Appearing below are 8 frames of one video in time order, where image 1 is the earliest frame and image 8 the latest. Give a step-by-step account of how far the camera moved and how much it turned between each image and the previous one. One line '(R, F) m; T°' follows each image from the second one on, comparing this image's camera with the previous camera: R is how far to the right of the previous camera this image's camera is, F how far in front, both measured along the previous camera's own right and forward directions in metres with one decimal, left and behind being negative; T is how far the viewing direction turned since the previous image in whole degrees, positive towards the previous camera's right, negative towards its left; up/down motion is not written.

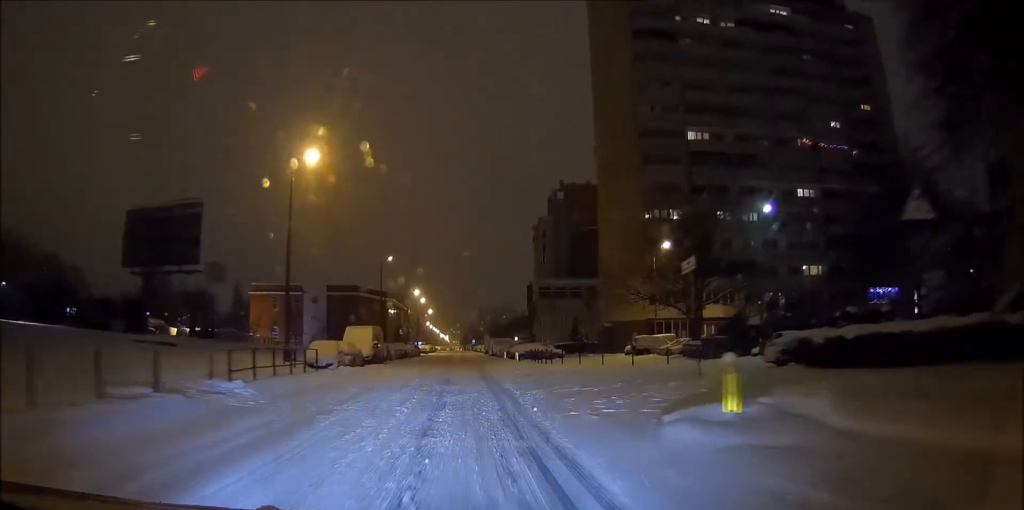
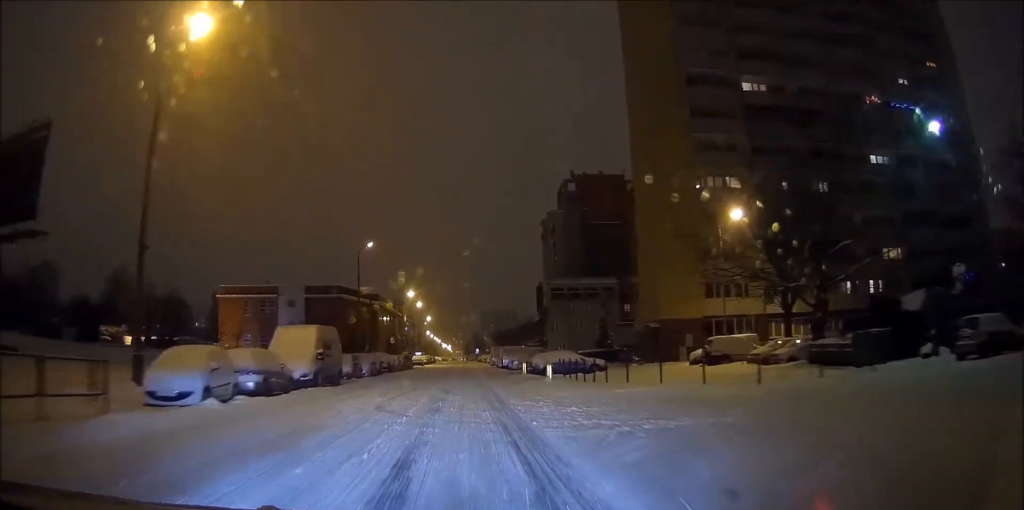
(0.0, +17.4) m; -2°
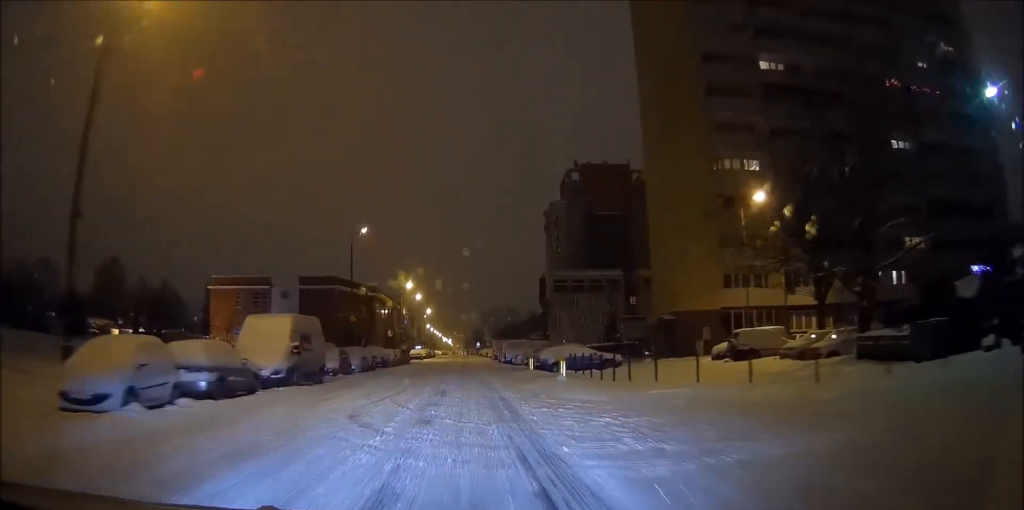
(-0.1, +3.9) m; 0°
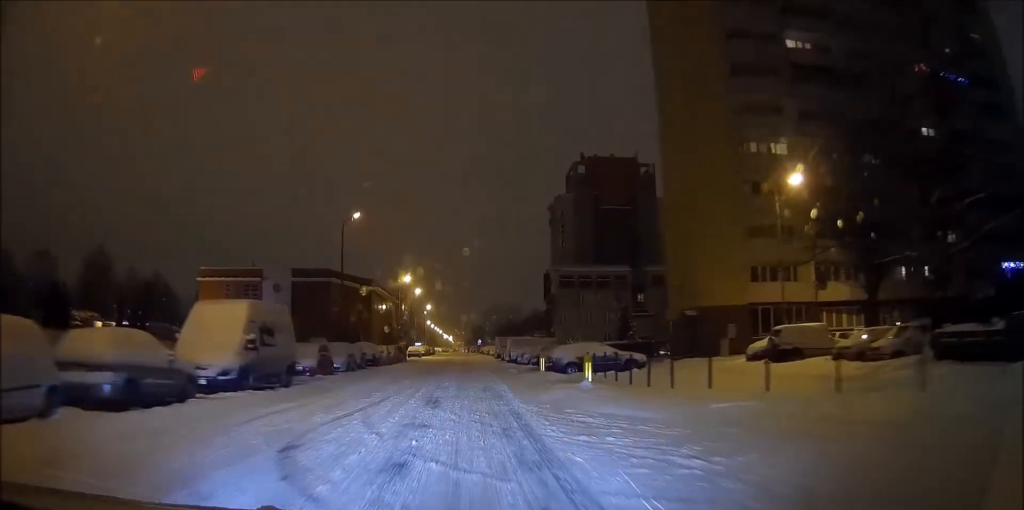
(-0.1, +4.9) m; 0°
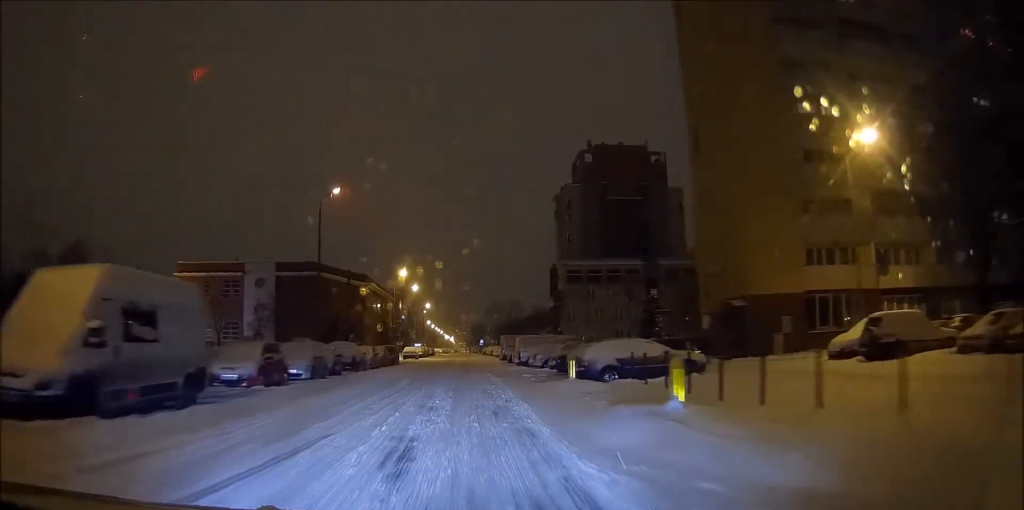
(+0.1, +8.0) m; +1°
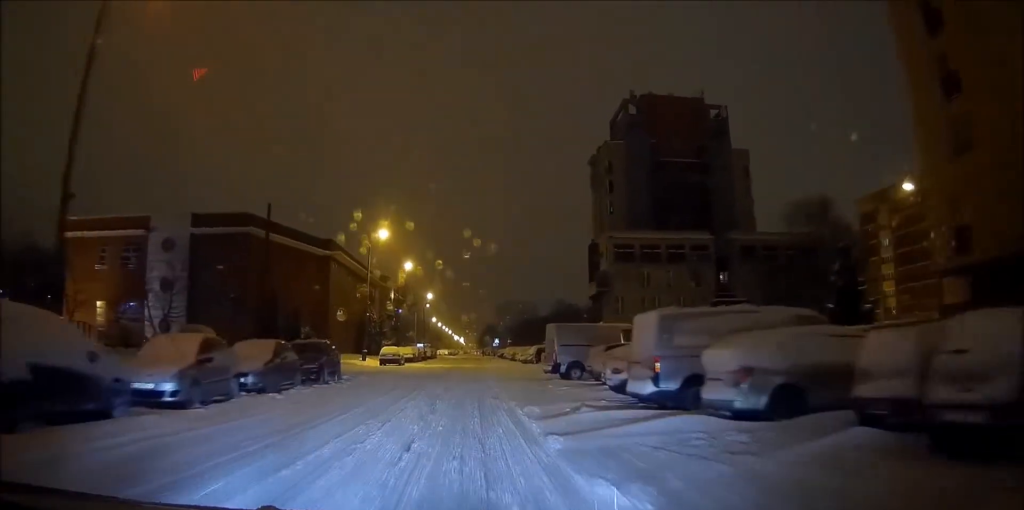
(+0.1, +28.0) m; -1°
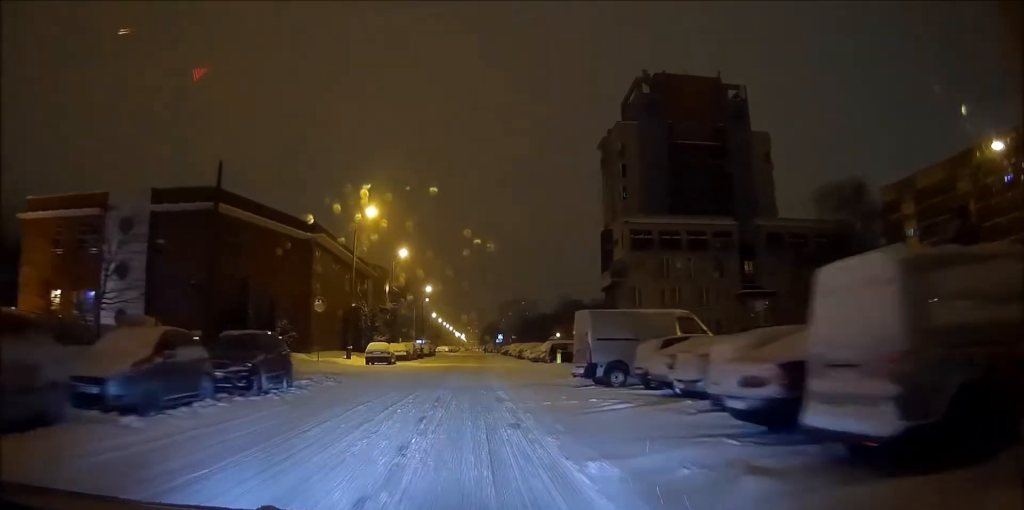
(-0.1, +7.5) m; 0°
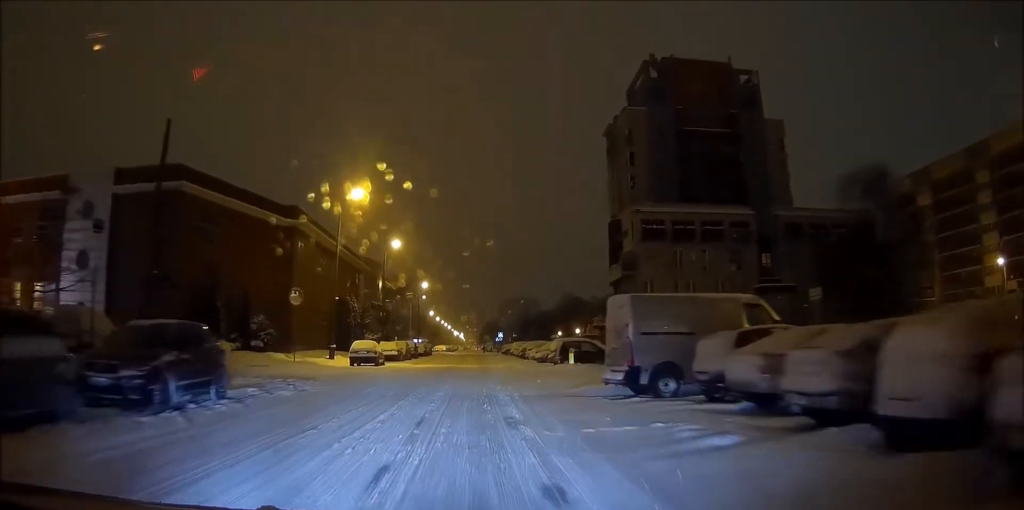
(0.0, +5.3) m; 0°
